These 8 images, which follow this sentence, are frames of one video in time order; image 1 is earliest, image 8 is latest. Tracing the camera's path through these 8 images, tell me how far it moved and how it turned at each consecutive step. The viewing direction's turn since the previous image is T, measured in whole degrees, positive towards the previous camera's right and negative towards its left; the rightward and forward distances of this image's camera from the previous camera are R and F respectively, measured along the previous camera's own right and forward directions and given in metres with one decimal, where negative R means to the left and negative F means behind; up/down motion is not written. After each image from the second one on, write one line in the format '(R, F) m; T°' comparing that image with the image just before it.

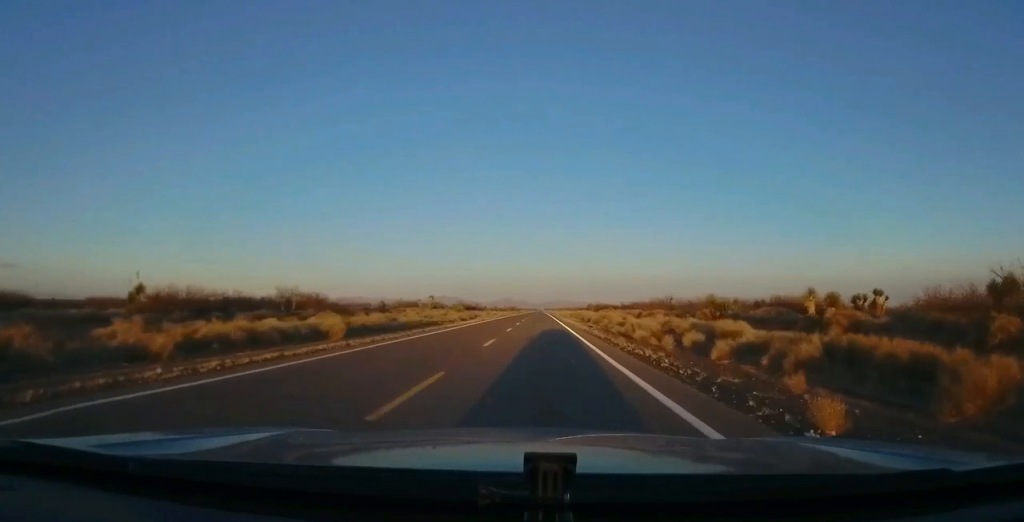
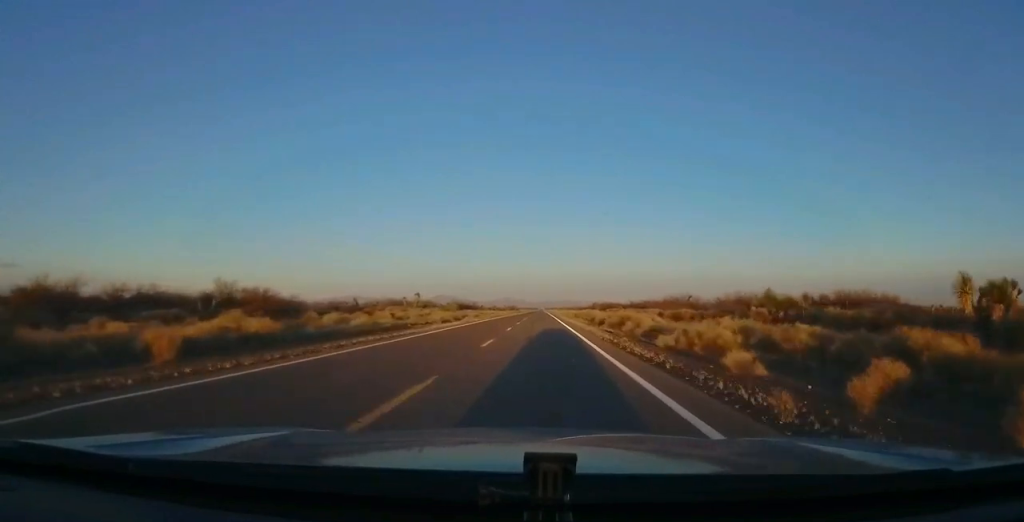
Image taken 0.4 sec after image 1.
(0.0, +12.7) m; 0°
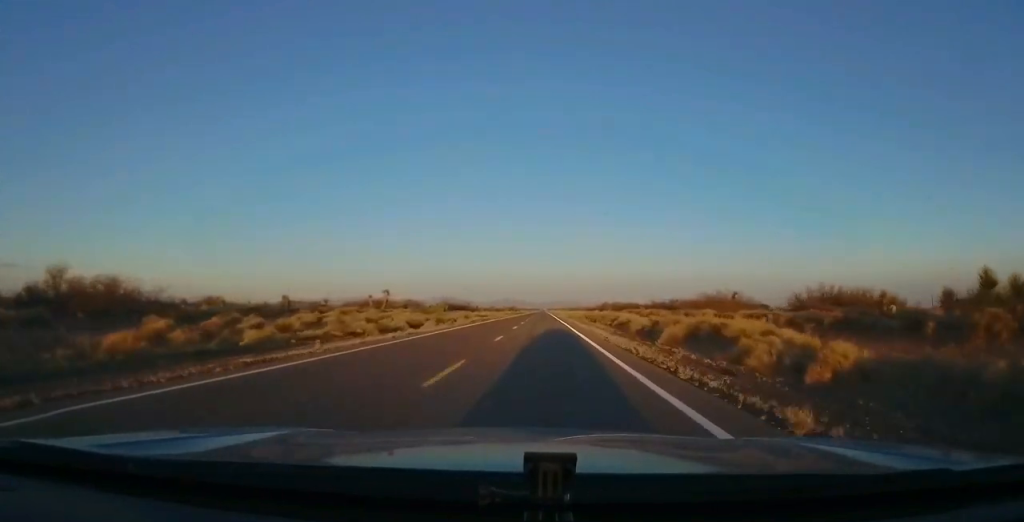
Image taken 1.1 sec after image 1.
(0.0, +20.6) m; -1°
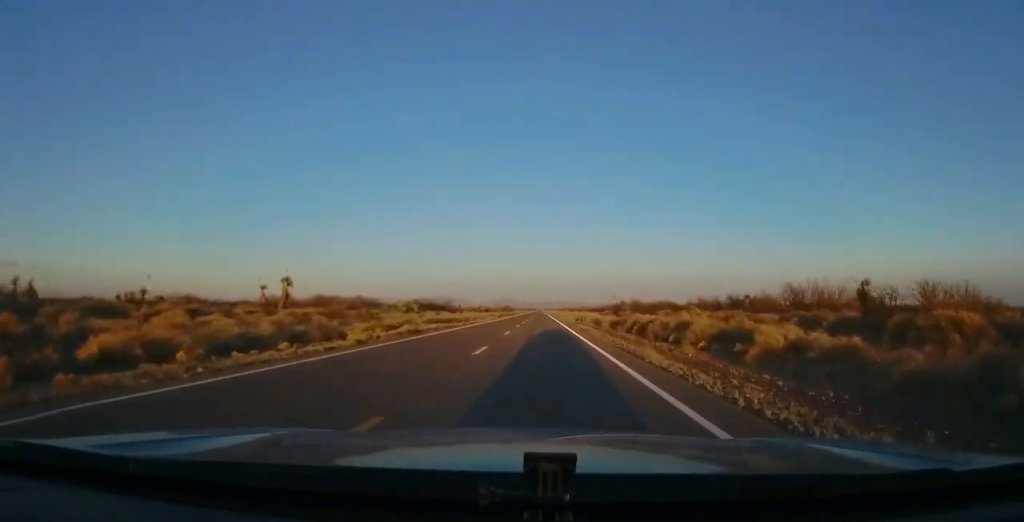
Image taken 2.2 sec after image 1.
(-0.5, +30.2) m; 0°
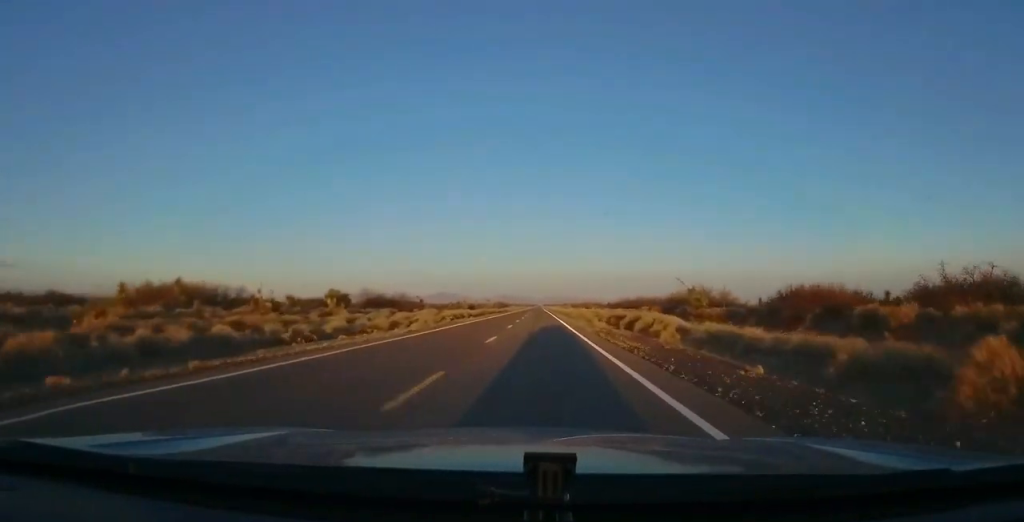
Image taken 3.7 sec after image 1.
(+0.6, +44.0) m; +1°
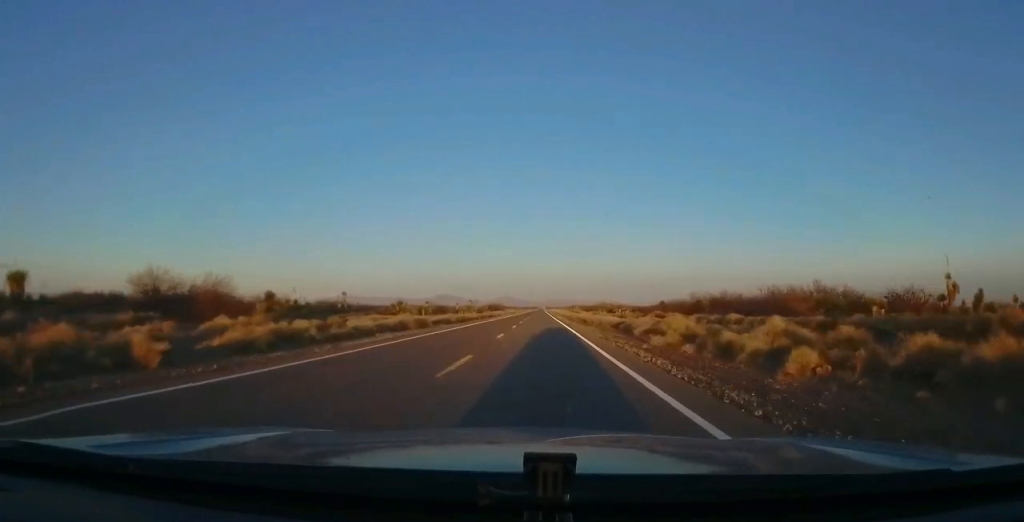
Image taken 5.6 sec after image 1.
(-0.9, +56.6) m; -1°
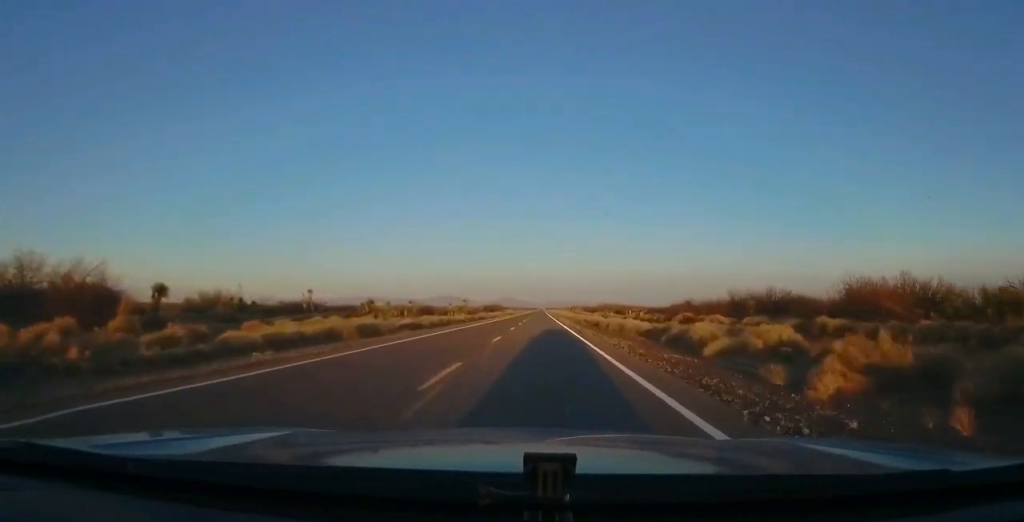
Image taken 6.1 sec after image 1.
(+0.3, +13.7) m; 0°
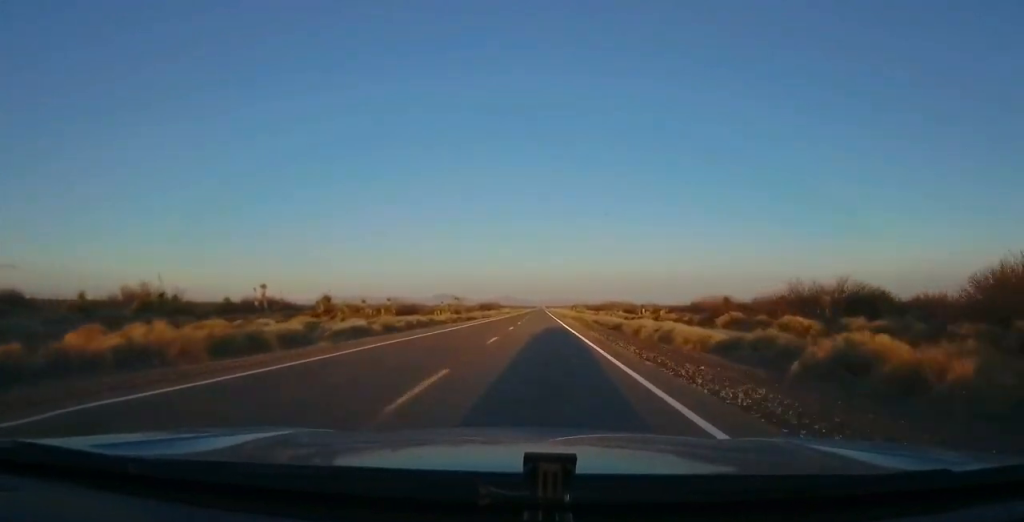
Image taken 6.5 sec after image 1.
(+0.1, +13.7) m; 0°
